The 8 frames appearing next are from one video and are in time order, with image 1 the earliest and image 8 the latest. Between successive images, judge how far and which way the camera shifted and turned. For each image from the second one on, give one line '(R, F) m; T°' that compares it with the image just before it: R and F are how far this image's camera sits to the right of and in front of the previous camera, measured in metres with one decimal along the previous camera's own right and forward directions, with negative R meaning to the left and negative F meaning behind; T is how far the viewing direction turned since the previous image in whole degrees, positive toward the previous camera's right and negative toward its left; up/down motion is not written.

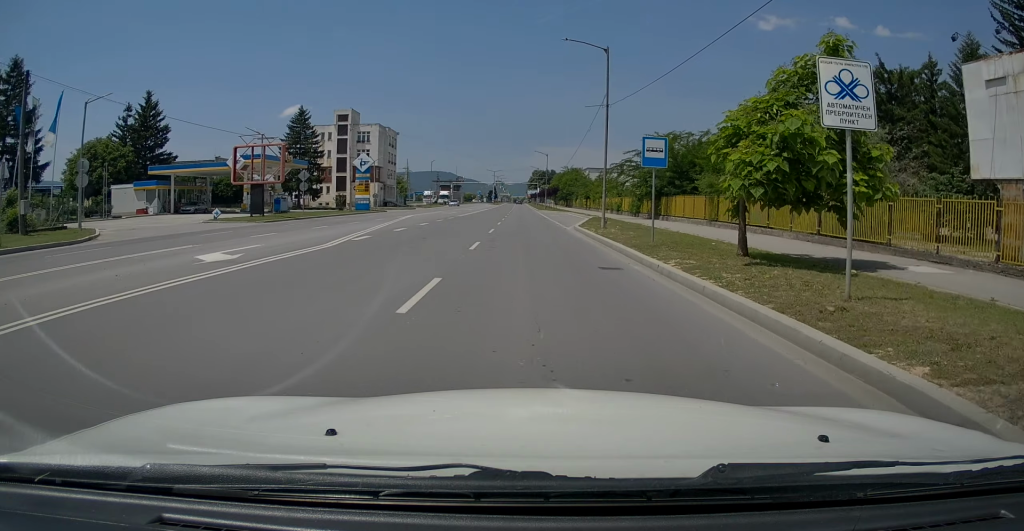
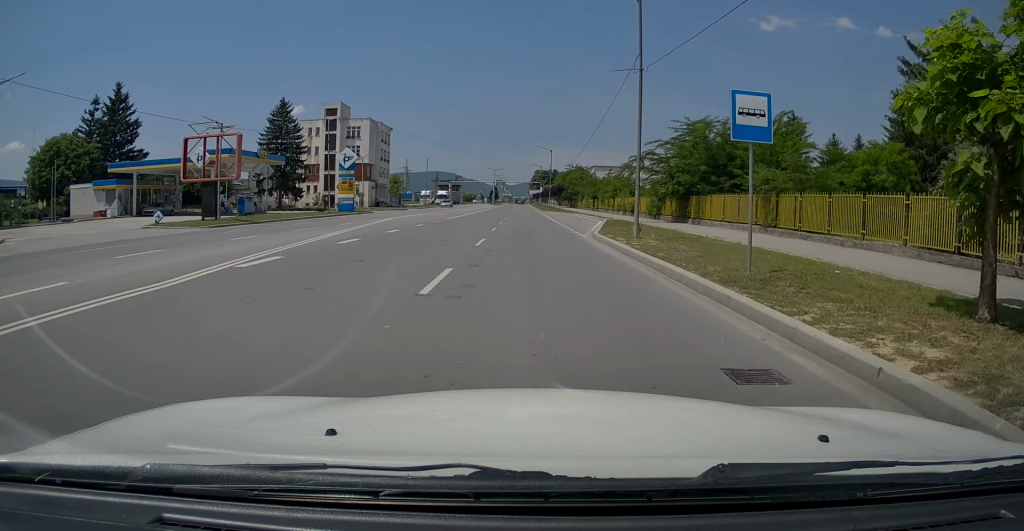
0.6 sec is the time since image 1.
(+0.3, +7.1) m; +1°
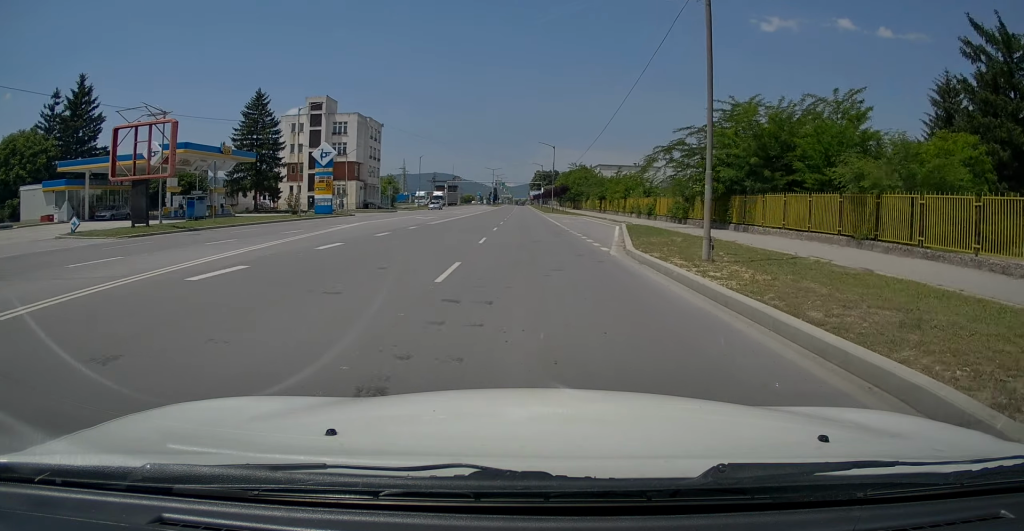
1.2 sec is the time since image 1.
(-0.1, +7.4) m; 0°
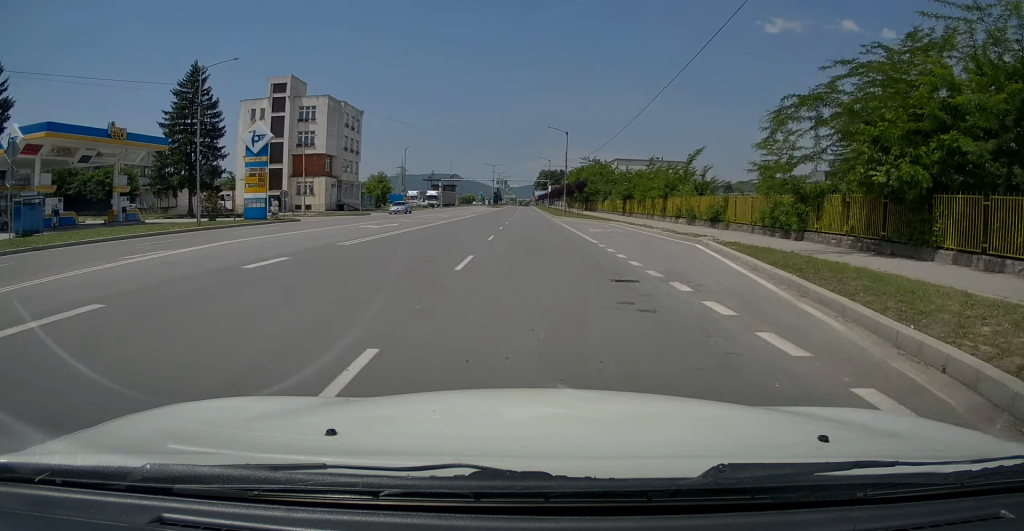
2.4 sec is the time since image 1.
(-0.1, +15.8) m; -1°
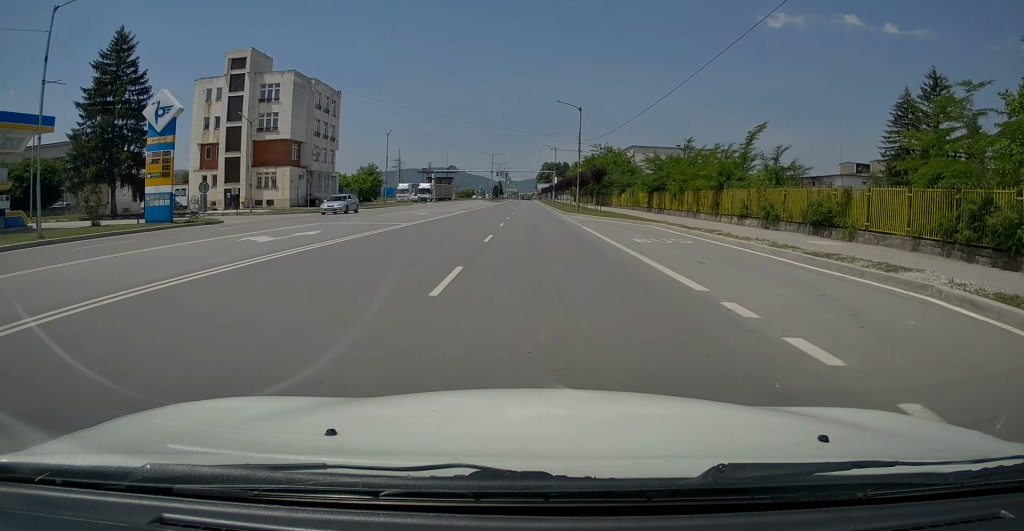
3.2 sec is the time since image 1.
(-0.1, +12.4) m; -1°
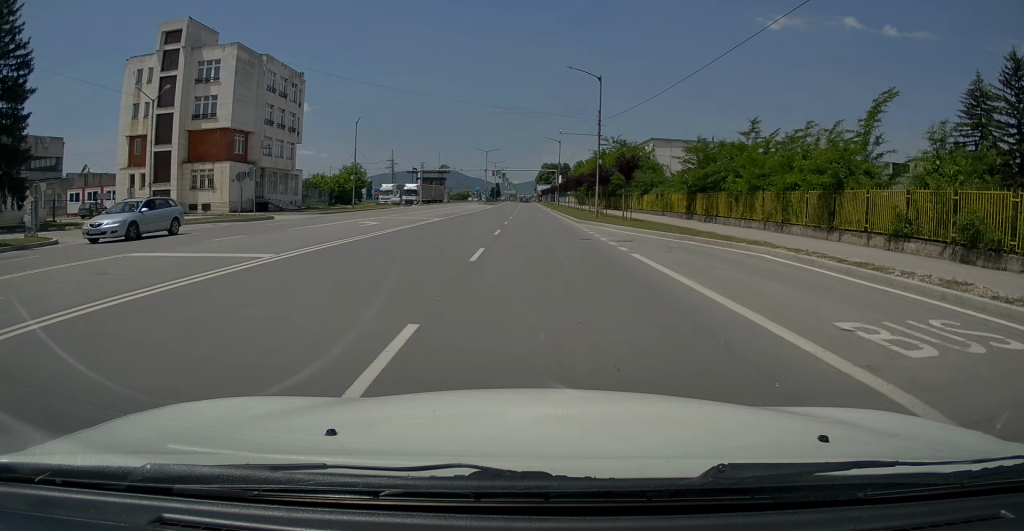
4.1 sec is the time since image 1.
(-0.1, +13.8) m; 0°
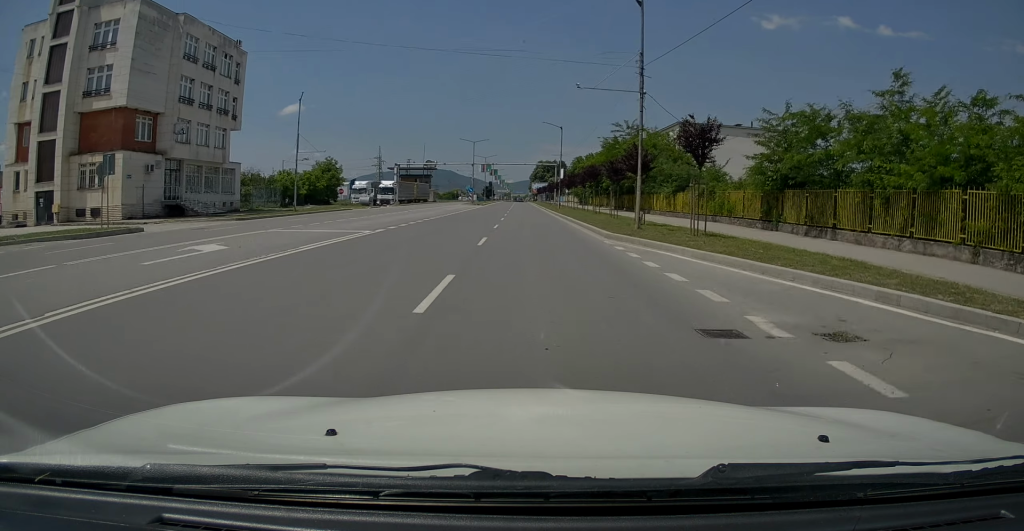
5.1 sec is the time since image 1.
(+0.1, +14.7) m; +1°
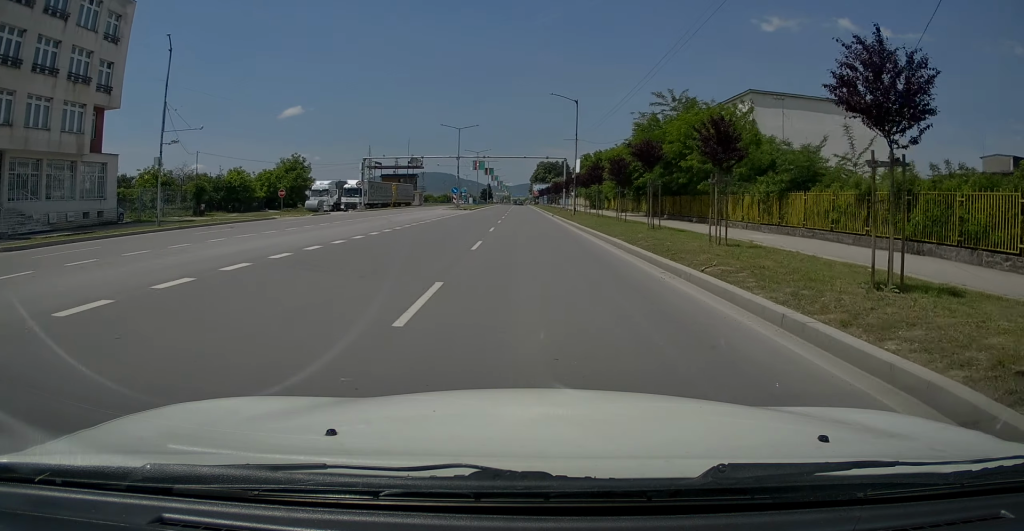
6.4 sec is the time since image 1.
(+0.1, +18.7) m; +1°
